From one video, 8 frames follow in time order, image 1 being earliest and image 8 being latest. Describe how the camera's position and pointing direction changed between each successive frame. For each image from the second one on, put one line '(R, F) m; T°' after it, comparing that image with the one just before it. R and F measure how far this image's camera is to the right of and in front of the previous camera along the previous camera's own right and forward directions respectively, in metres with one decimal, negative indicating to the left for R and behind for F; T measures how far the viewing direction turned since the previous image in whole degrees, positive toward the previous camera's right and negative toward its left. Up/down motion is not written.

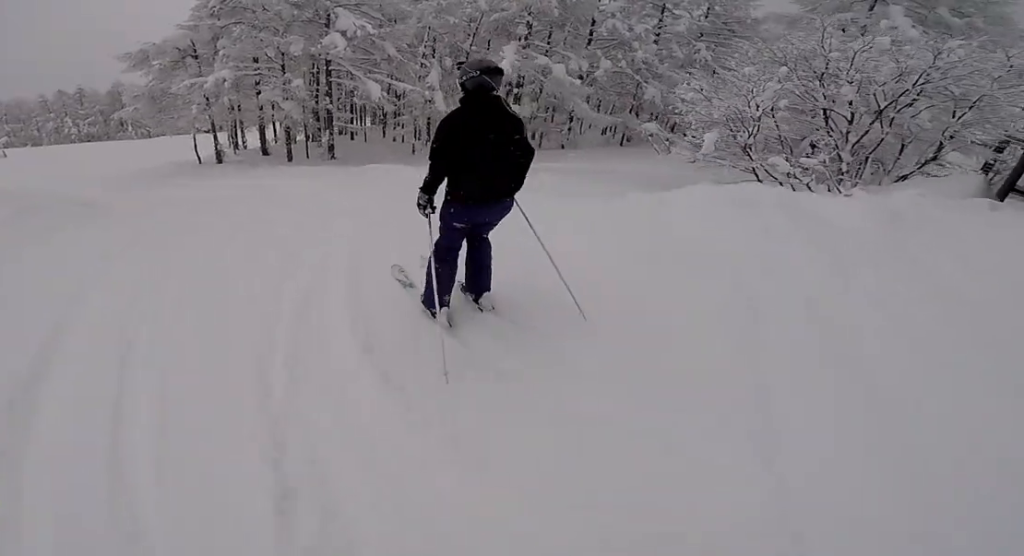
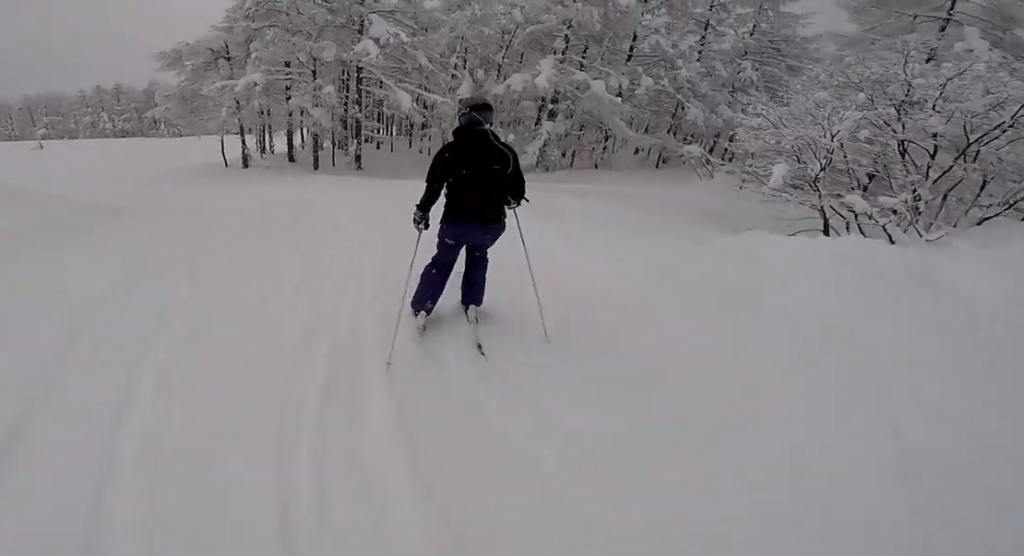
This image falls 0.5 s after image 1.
(+0.1, +1.4) m; +2°
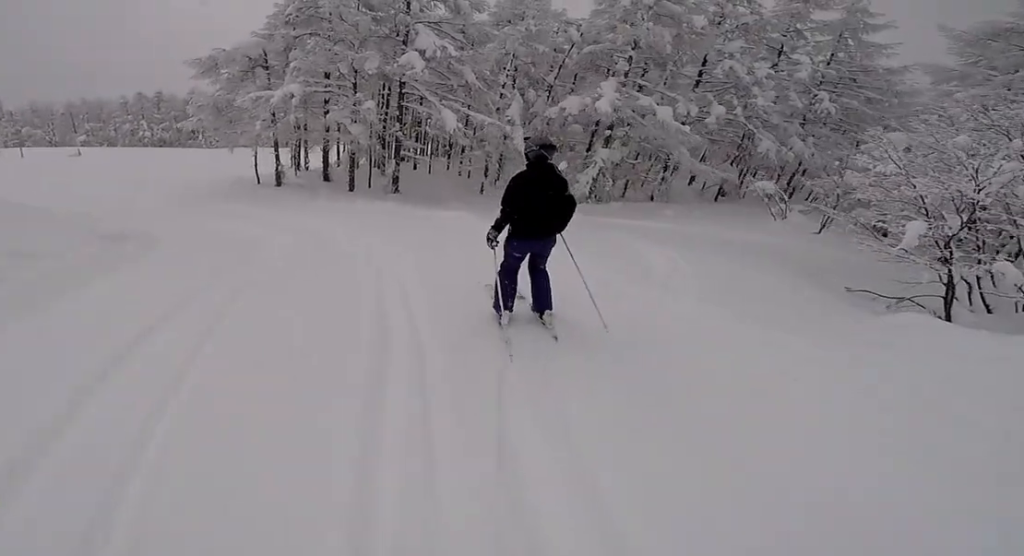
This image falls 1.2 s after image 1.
(0.0, +2.4) m; -13°
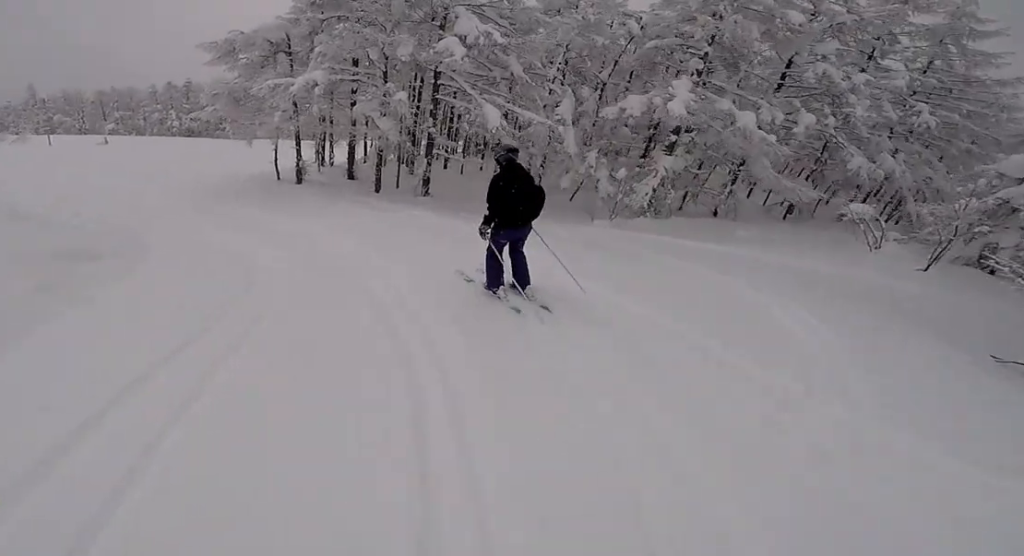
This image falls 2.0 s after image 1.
(-0.6, +3.2) m; -8°
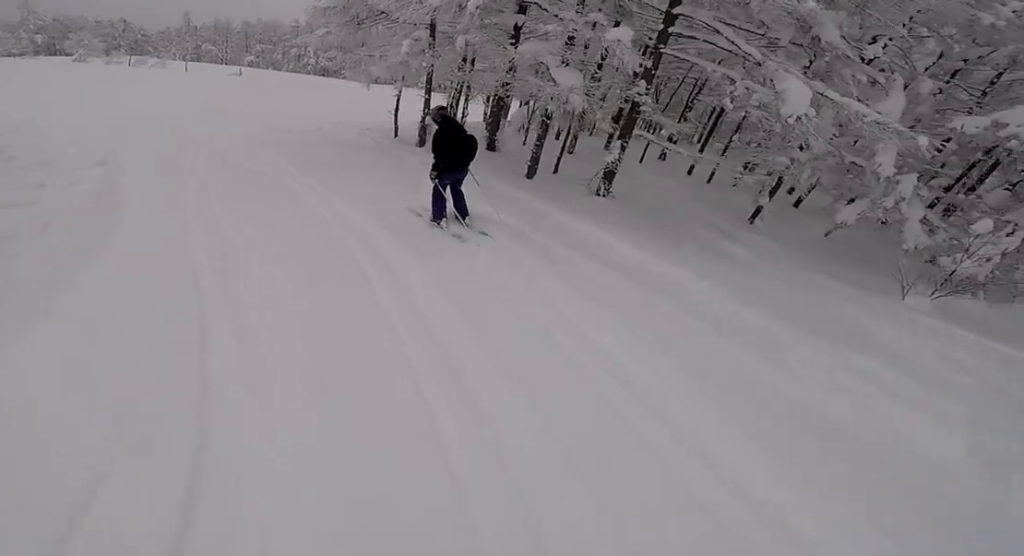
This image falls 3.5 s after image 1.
(-0.5, +7.2) m; -13°
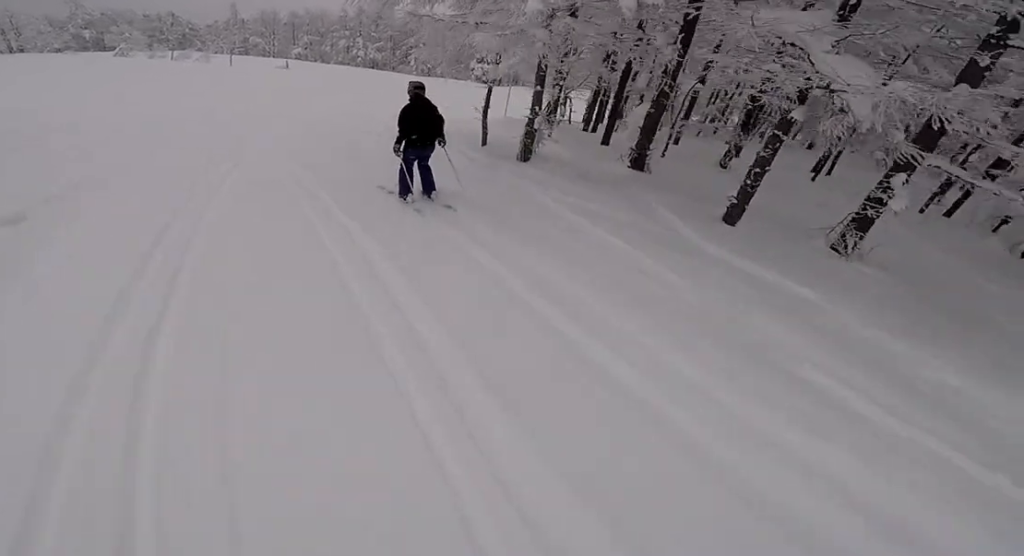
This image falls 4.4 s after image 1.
(-1.0, +5.5) m; +3°
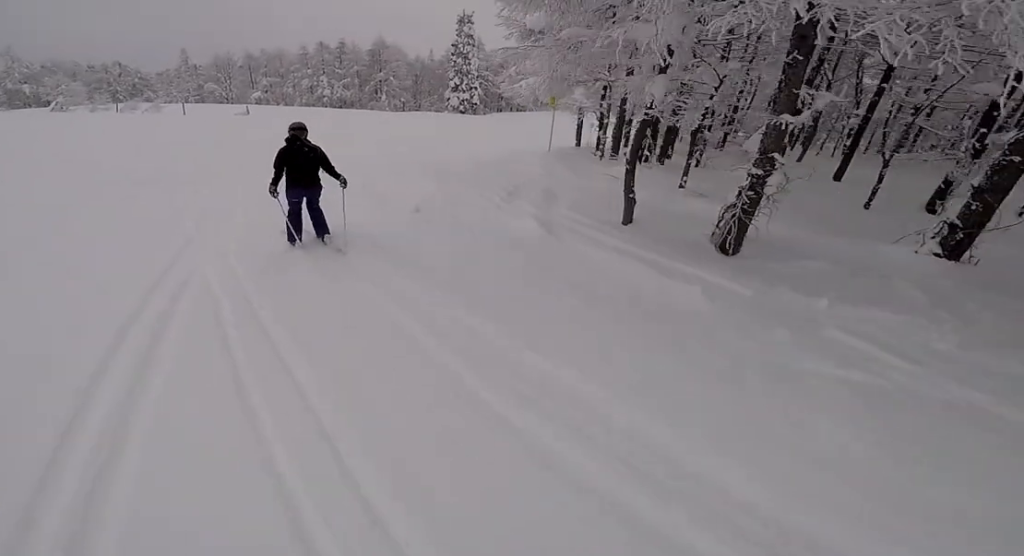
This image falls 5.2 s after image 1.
(+1.4, +6.6) m; +3°
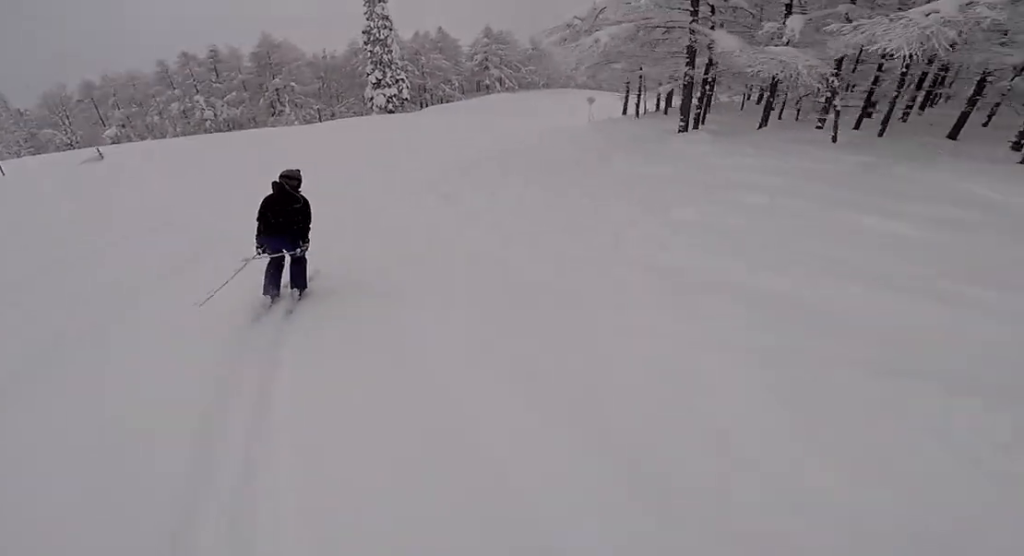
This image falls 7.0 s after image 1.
(-0.1, +14.7) m; +14°
